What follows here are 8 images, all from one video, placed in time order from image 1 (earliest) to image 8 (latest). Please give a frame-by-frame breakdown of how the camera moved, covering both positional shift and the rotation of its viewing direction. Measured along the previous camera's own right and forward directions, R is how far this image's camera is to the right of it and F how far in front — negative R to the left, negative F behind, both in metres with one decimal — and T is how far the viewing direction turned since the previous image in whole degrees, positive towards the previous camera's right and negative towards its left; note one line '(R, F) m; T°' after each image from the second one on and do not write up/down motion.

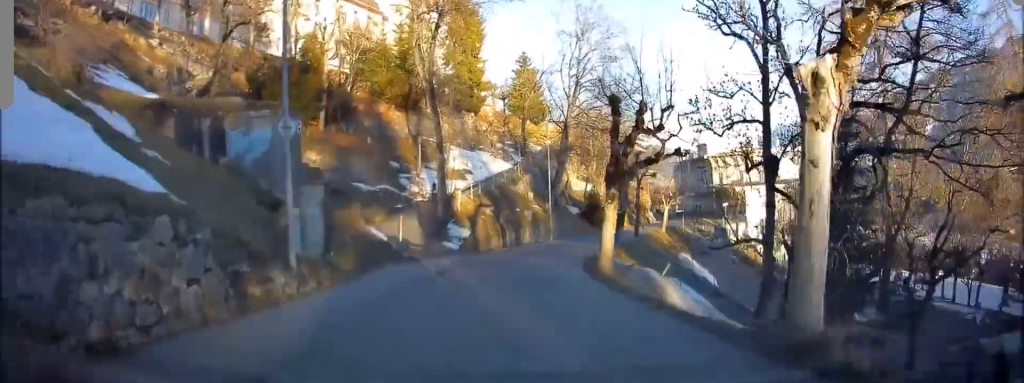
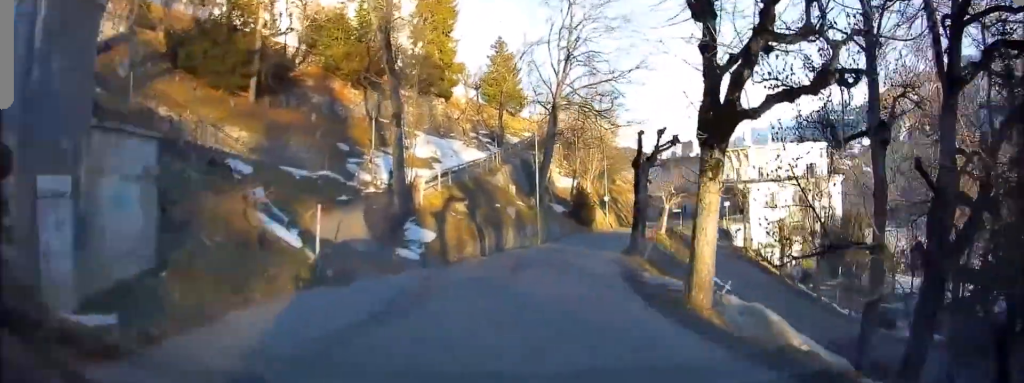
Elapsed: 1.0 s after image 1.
(+0.6, +8.4) m; +4°
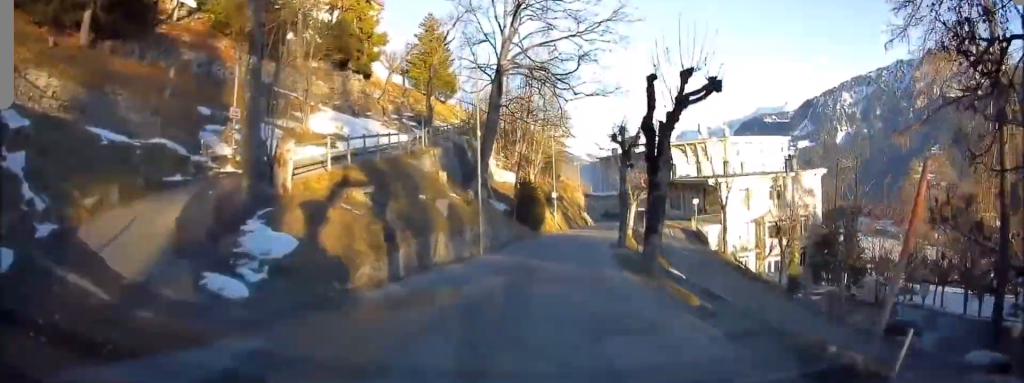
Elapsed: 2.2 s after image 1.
(+0.4, +9.7) m; +9°
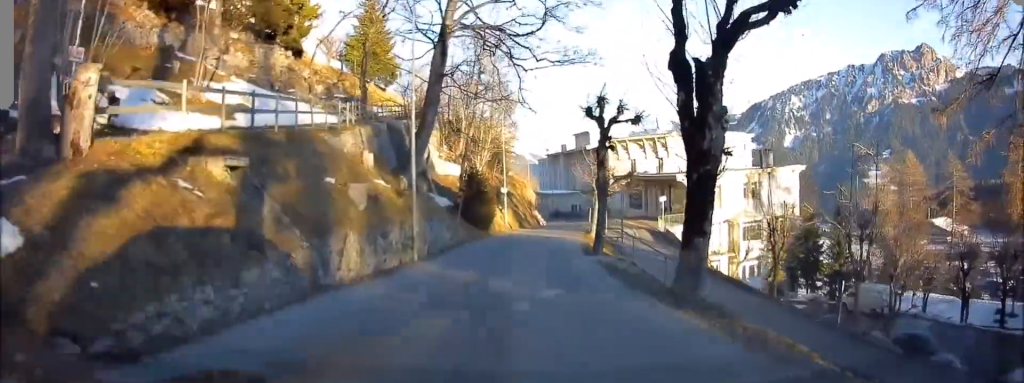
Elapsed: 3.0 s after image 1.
(+0.5, +6.0) m; +6°
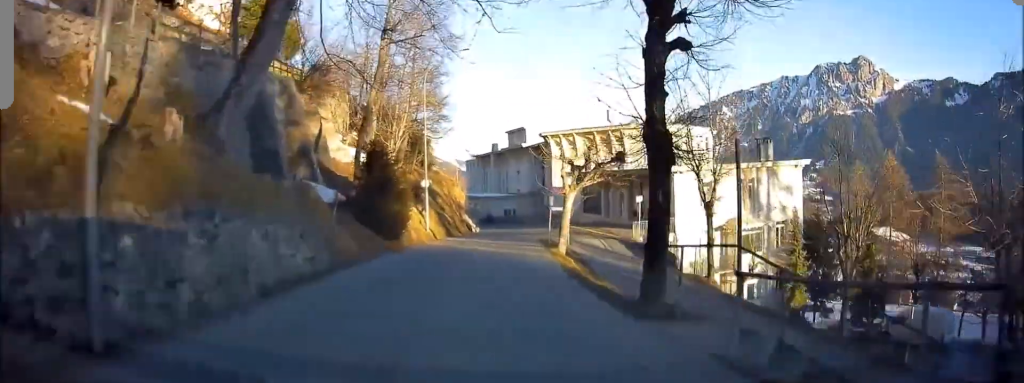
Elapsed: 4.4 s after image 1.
(+0.2, +12.8) m; +2°
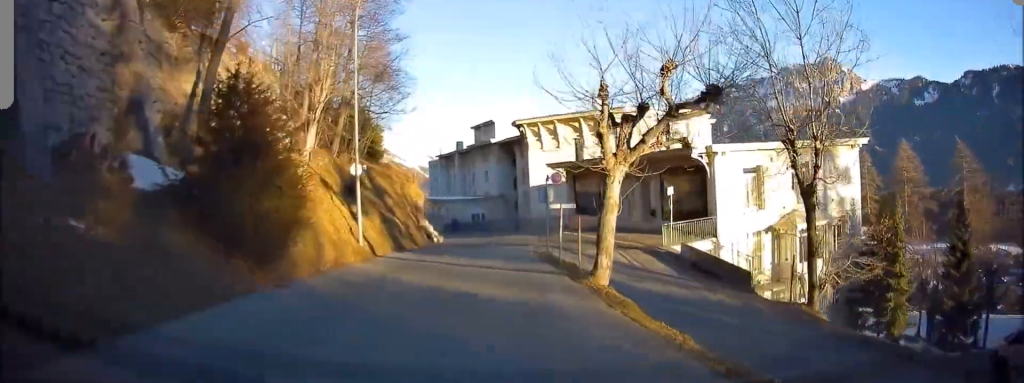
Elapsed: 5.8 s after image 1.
(+0.5, +12.1) m; +6°
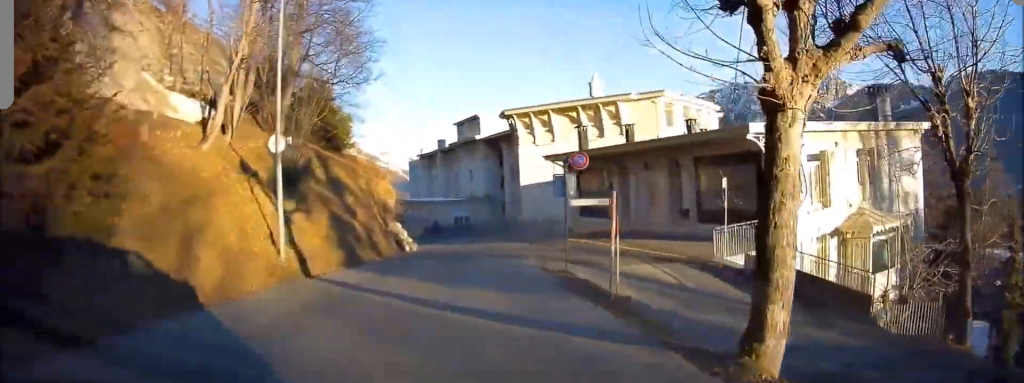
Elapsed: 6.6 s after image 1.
(+0.4, +7.6) m; +3°
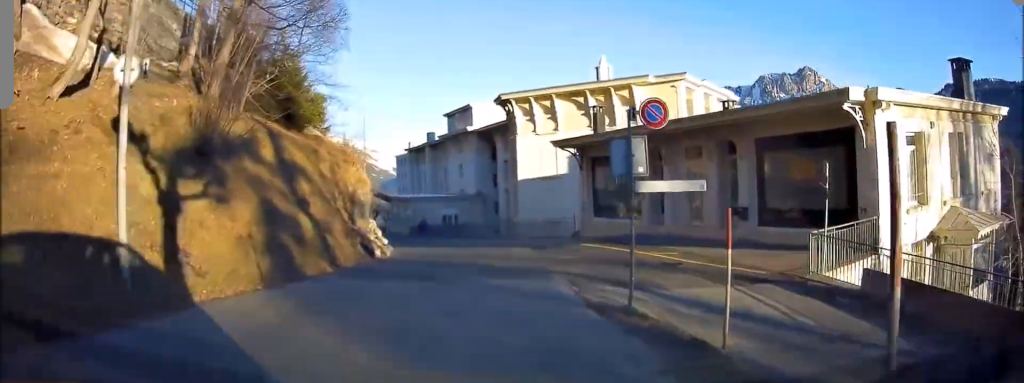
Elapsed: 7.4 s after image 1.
(+0.1, +7.1) m; -2°
